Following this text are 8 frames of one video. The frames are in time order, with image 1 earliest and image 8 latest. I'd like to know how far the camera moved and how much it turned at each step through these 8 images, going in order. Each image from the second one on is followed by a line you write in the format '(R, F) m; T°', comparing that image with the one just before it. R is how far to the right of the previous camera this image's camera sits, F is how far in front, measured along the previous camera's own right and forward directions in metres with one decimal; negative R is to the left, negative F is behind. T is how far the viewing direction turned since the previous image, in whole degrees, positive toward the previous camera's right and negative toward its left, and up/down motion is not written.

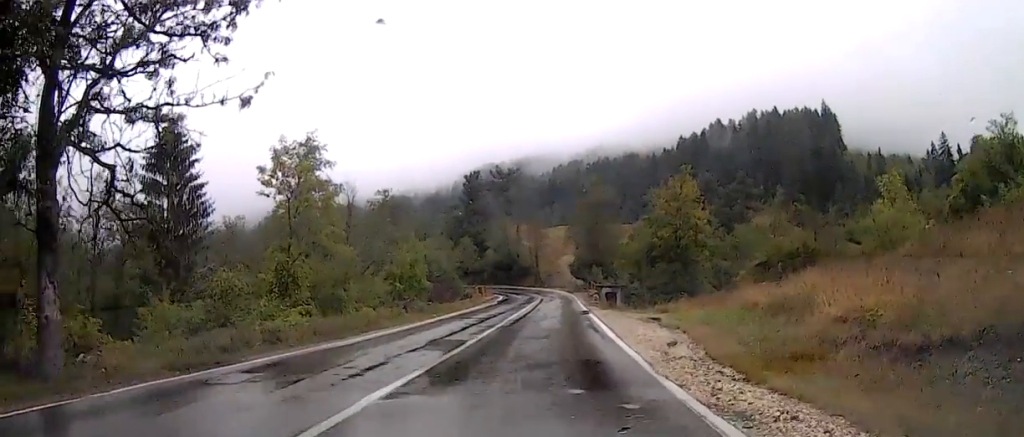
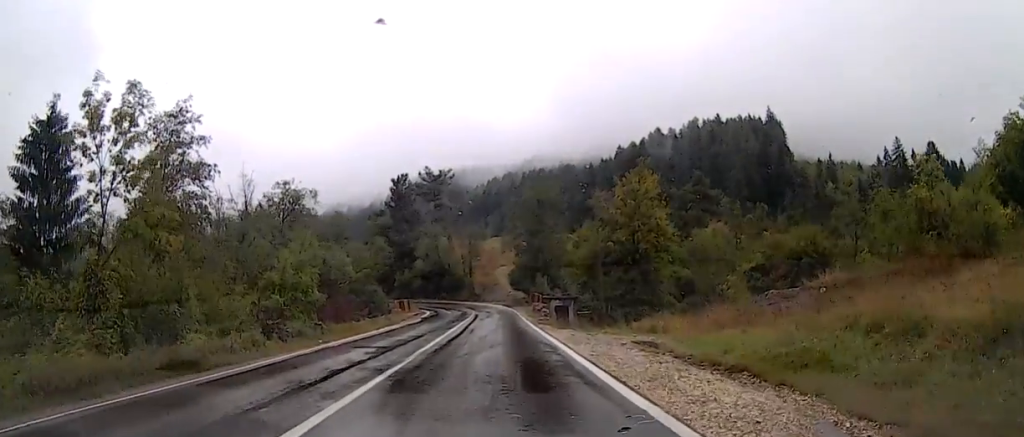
(+0.2, +9.2) m; +2°
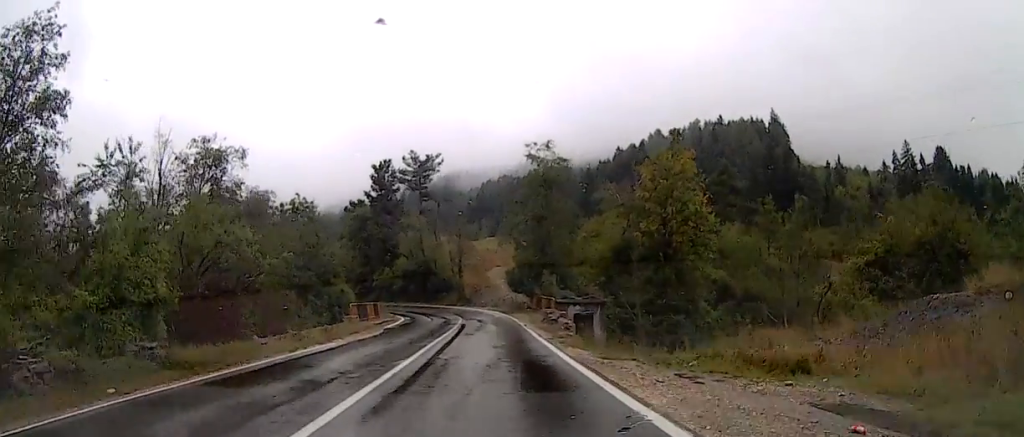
(+0.7, +13.5) m; +6°
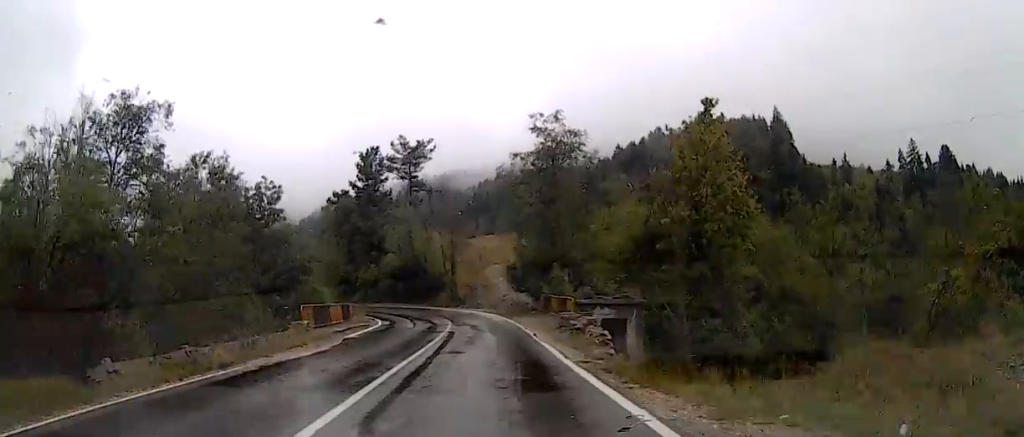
(+0.2, +8.5) m; 0°
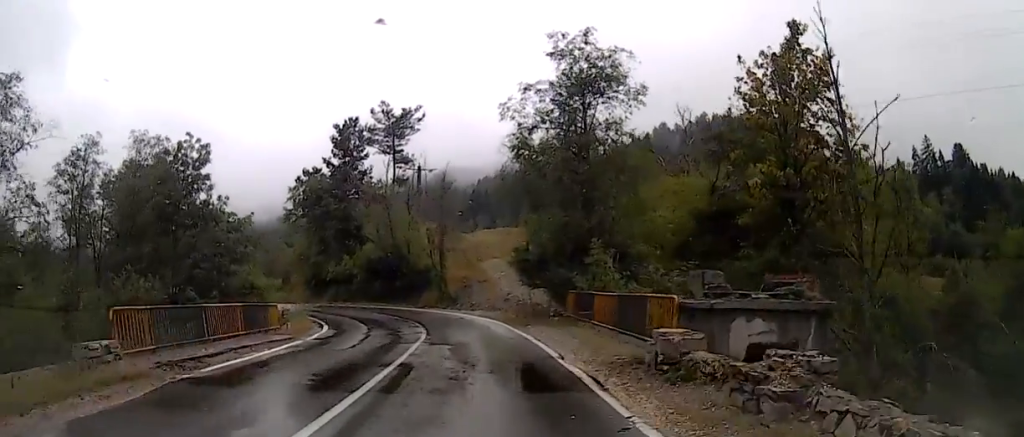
(-0.3, +12.3) m; -4°
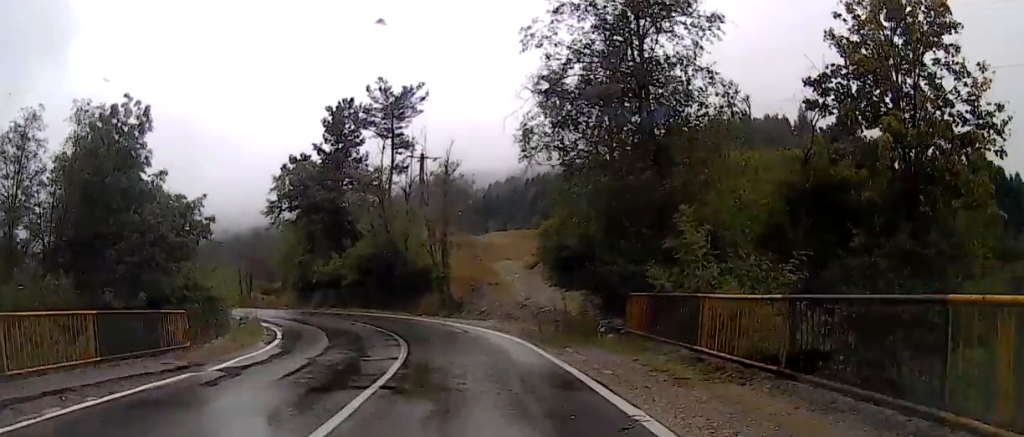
(-0.3, +8.7) m; -3°
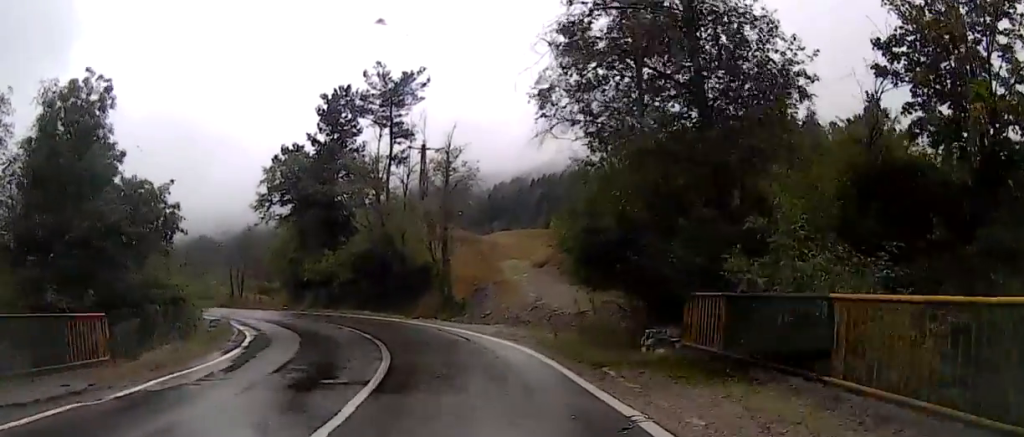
(0.0, +4.5) m; -2°
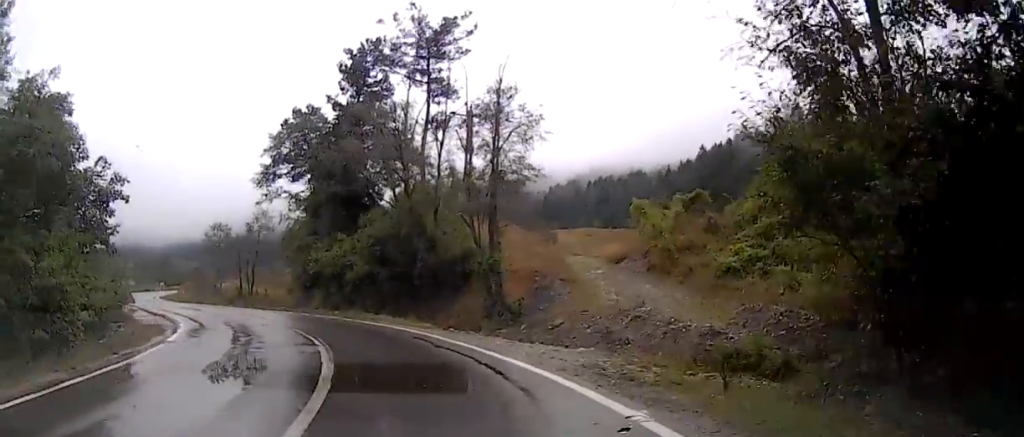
(-0.6, +10.8) m; -8°
